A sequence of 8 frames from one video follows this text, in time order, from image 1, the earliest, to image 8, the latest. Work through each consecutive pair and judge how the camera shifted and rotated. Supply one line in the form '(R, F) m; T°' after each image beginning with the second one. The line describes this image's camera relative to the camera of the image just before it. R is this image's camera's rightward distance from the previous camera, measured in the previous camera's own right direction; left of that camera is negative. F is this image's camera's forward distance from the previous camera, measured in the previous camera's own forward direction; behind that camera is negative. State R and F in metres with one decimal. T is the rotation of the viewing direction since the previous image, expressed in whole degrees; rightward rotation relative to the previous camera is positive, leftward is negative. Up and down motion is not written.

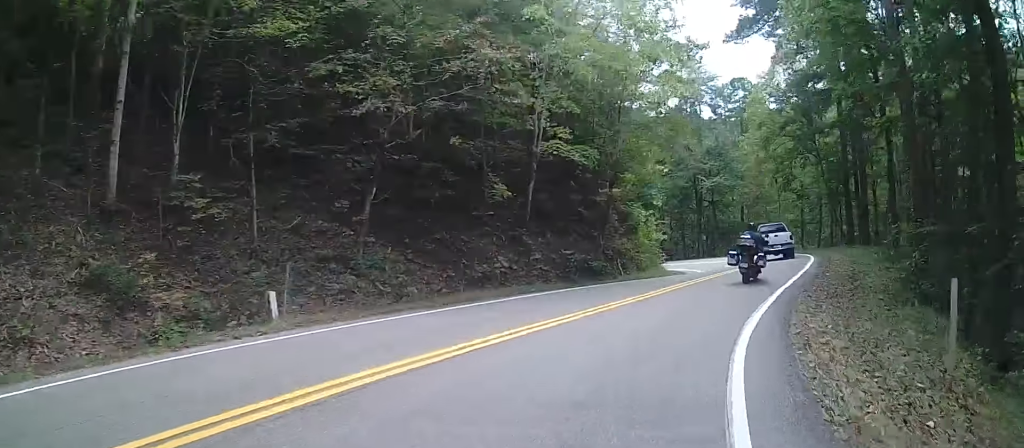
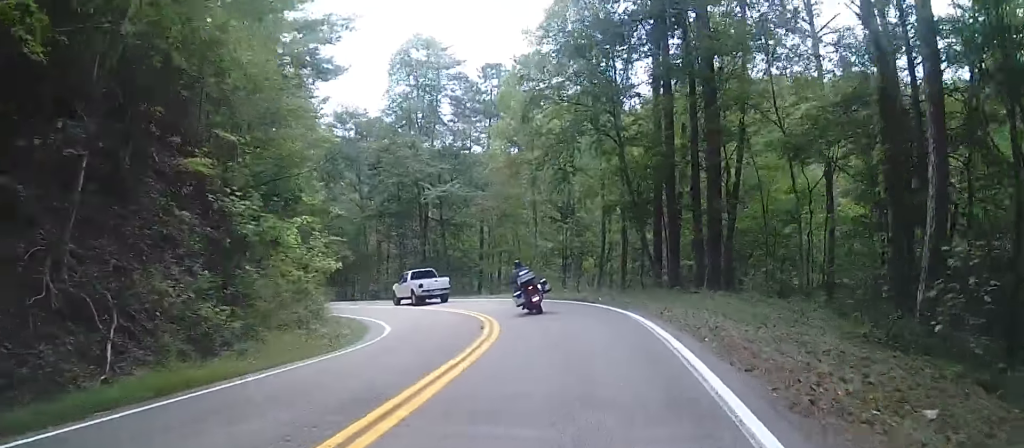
(+2.3, +17.0) m; +8°
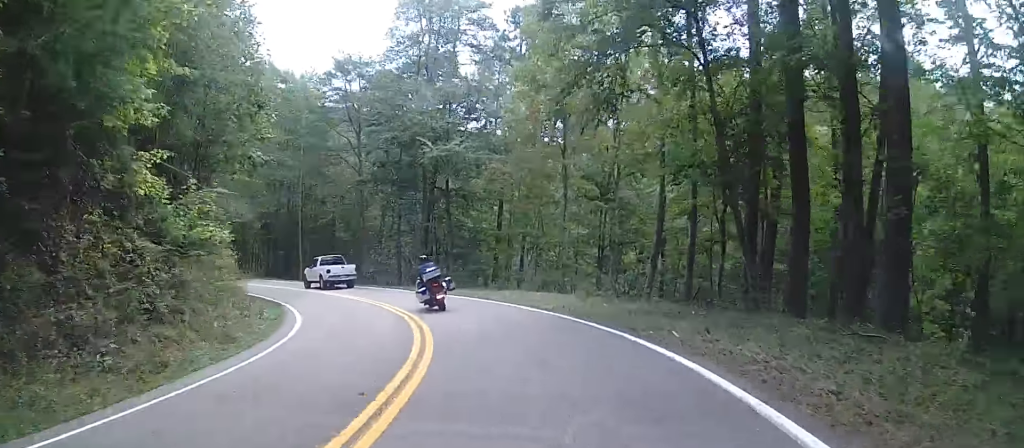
(-0.1, +9.9) m; 0°
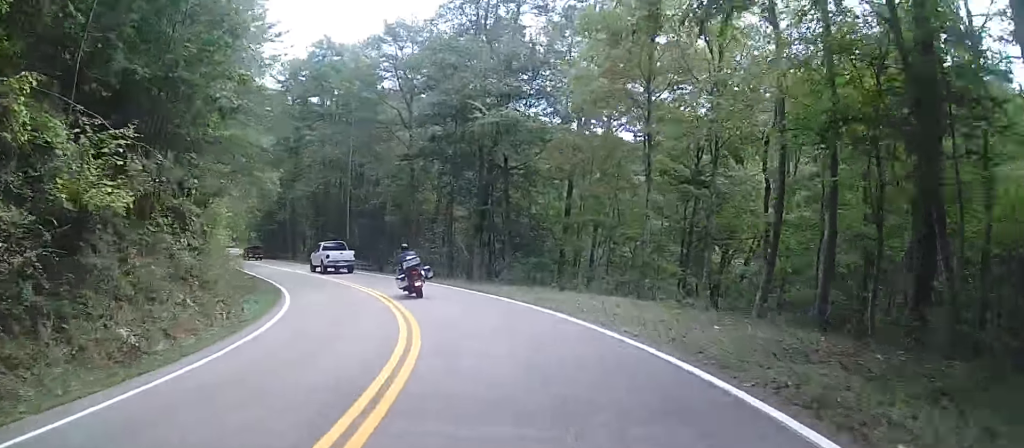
(0.0, +5.8) m; 0°
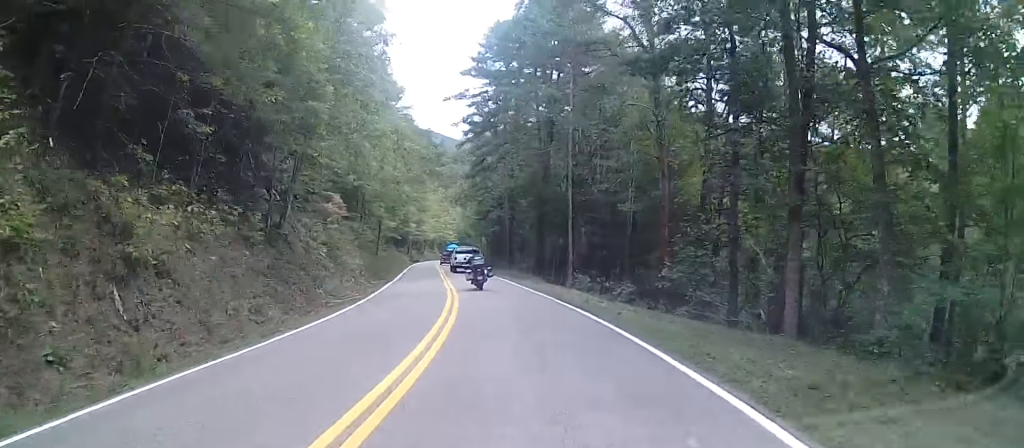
(+0.1, +19.1) m; -4°
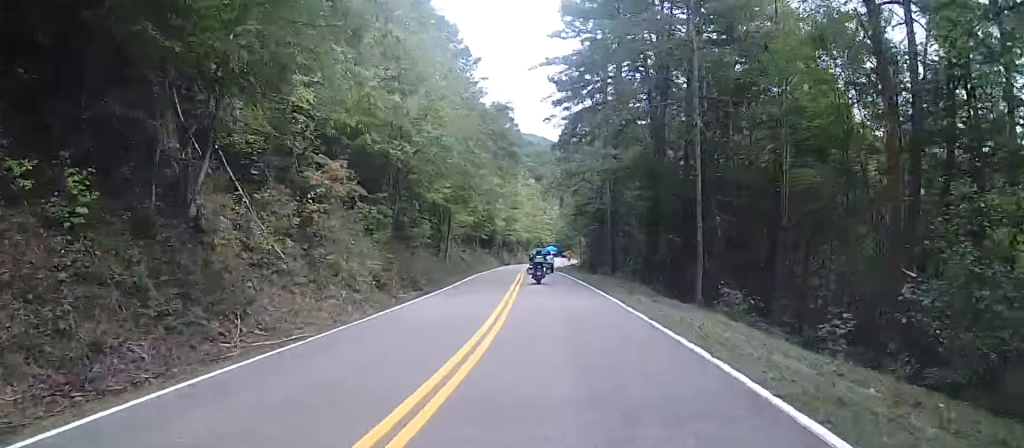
(-0.6, +11.7) m; -15°
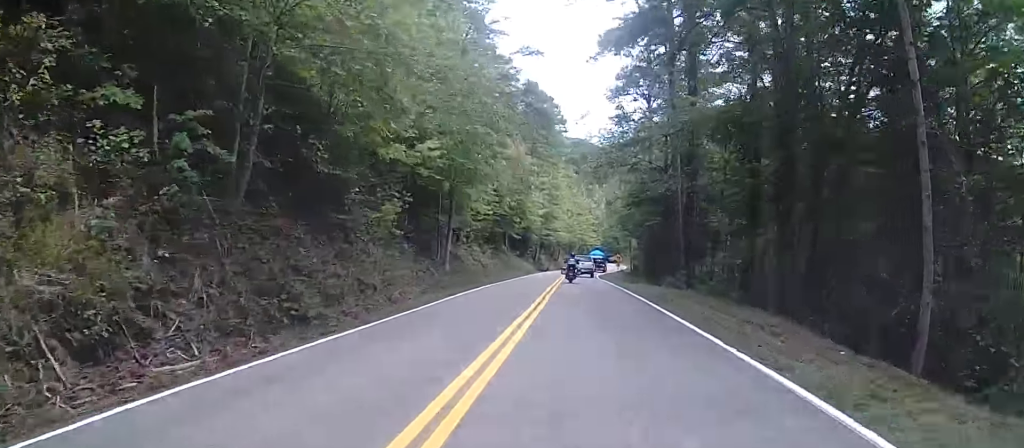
(-2.8, +17.1) m; -6°
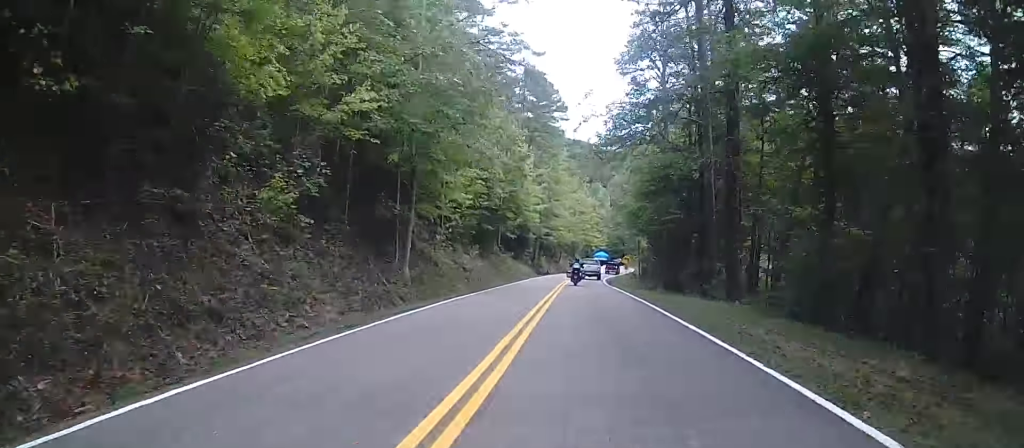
(+0.4, +9.9) m; +2°
